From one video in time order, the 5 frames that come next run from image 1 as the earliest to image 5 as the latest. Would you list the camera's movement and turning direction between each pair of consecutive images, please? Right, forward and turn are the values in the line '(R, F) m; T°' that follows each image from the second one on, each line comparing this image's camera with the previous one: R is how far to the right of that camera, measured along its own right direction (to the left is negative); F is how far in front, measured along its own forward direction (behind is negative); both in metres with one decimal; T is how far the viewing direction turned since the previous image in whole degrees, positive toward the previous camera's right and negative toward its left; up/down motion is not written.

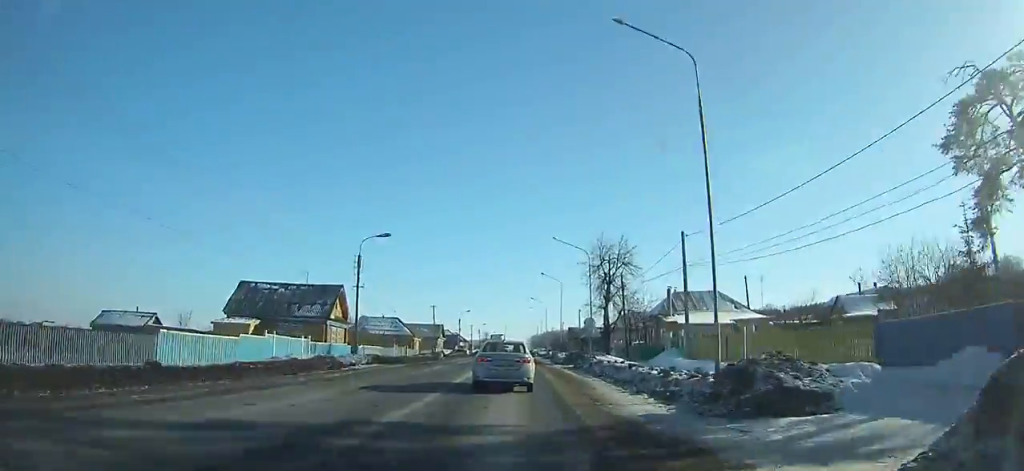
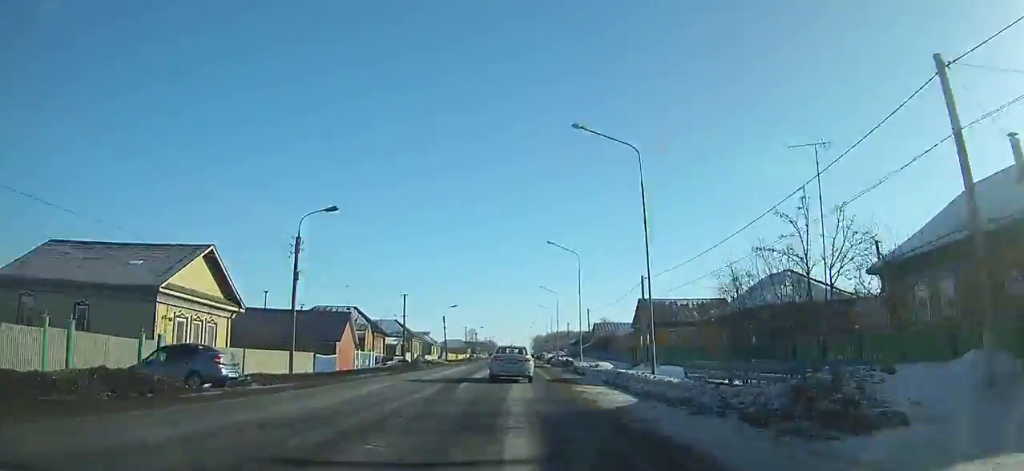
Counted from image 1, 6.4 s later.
(-0.8, +87.2) m; -1°
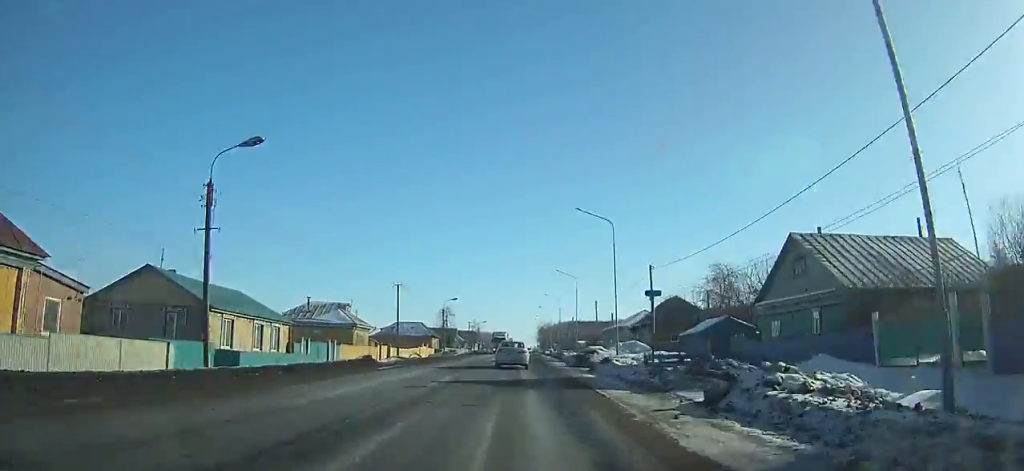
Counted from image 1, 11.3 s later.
(+0.1, +74.4) m; 0°
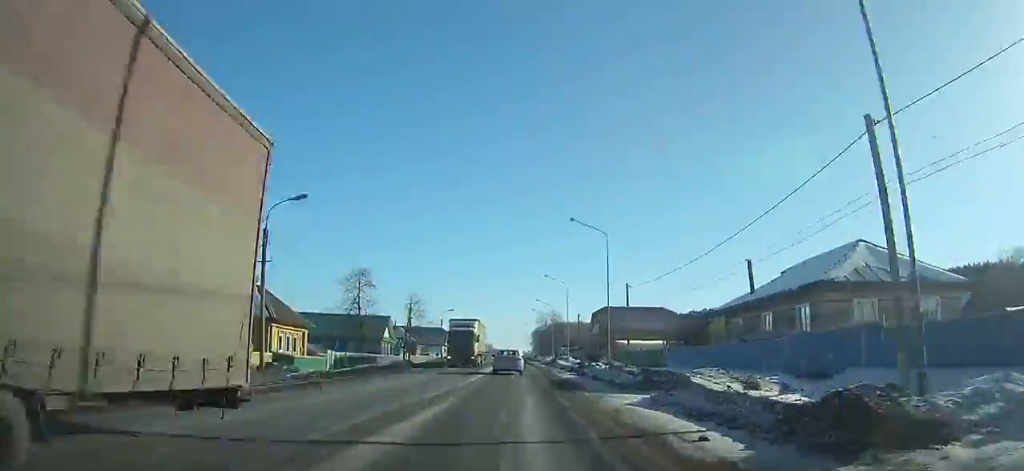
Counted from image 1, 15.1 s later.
(+0.4, +62.5) m; 0°
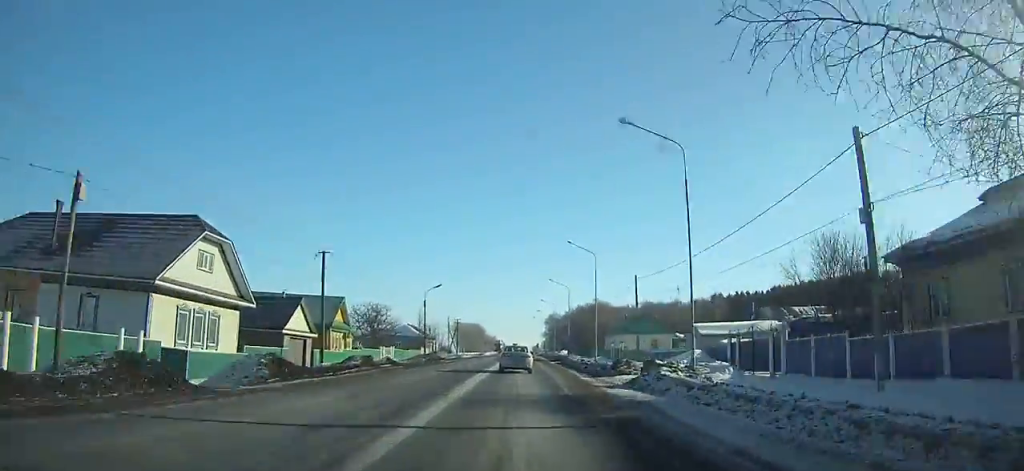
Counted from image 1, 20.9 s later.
(-0.2, +99.6) m; 0°
